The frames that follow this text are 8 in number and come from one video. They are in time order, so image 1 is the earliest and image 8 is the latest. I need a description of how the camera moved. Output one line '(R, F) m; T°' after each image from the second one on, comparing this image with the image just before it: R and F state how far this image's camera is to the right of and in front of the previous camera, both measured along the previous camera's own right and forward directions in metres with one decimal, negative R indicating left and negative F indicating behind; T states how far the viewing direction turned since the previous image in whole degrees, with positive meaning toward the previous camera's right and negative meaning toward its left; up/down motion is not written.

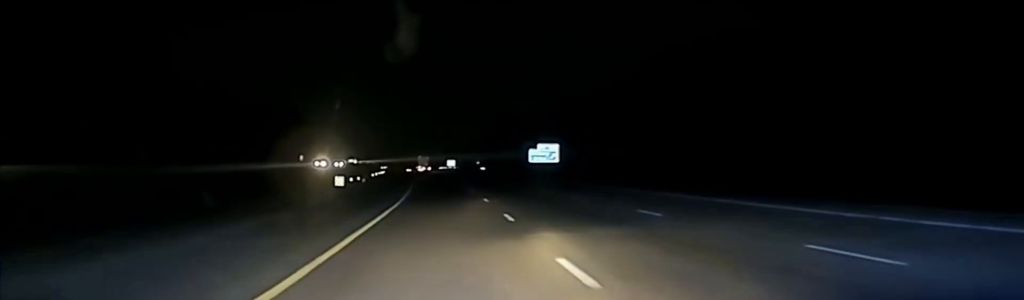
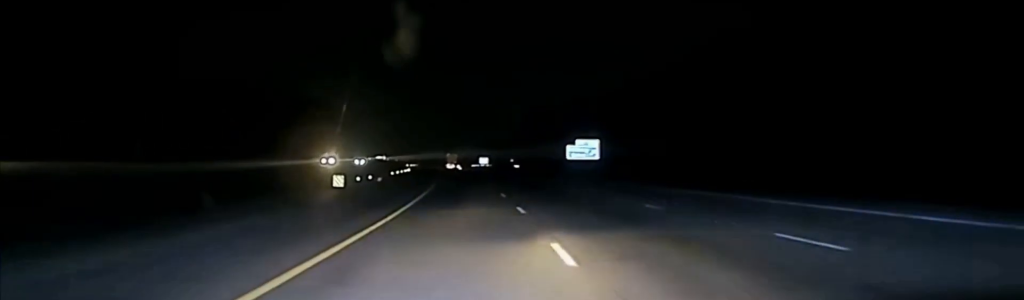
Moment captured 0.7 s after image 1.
(0.0, +9.3) m; -1°
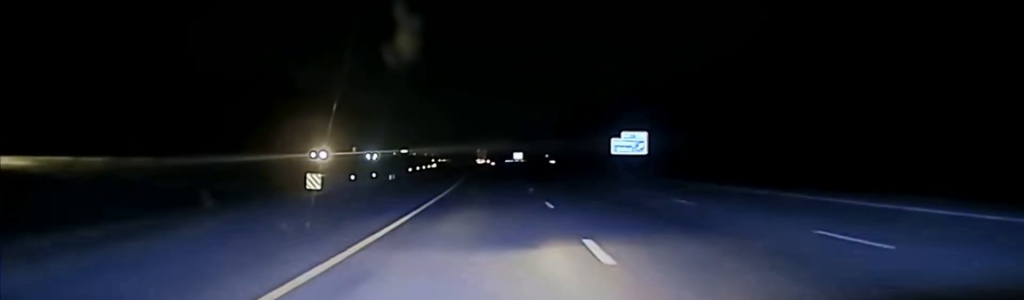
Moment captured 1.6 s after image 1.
(0.0, +13.3) m; -1°
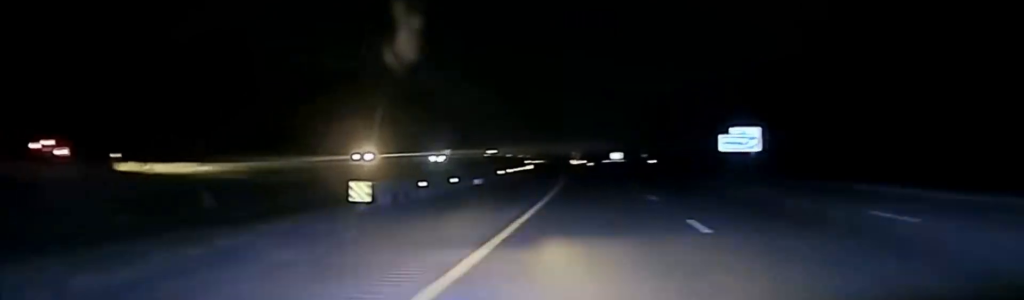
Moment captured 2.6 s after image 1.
(-0.2, +12.9) m; -2°
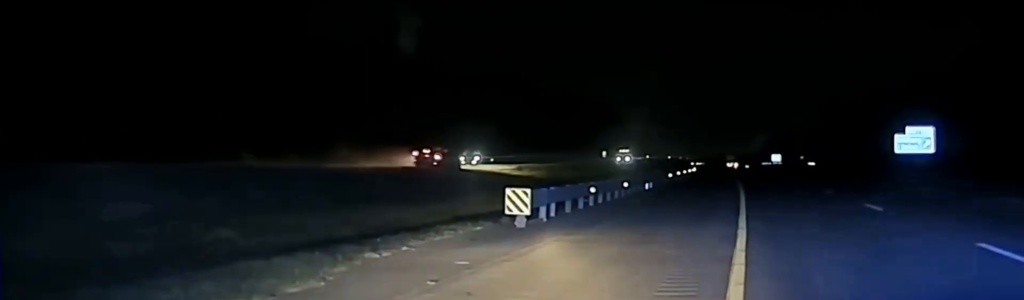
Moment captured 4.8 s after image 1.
(-1.6, +11.6) m; -27°
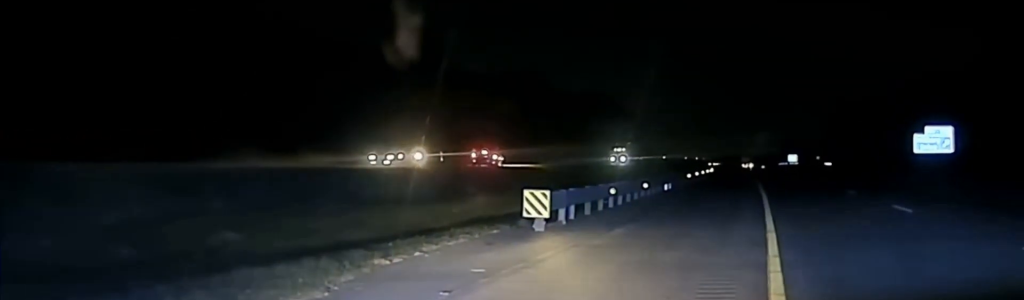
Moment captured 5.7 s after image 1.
(-0.2, +1.1) m; -6°
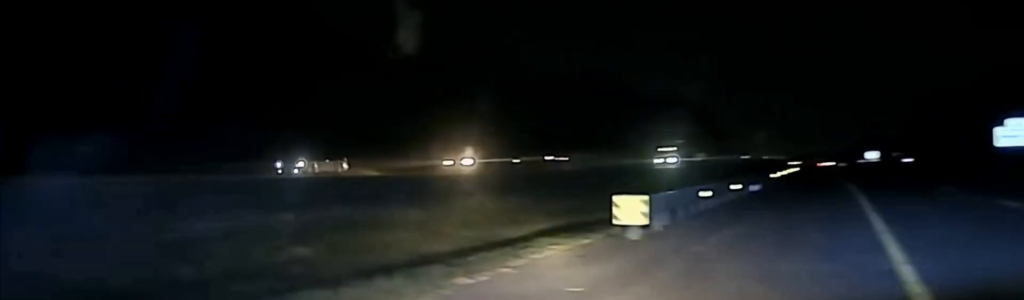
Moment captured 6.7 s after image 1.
(-0.3, +1.4) m; -16°
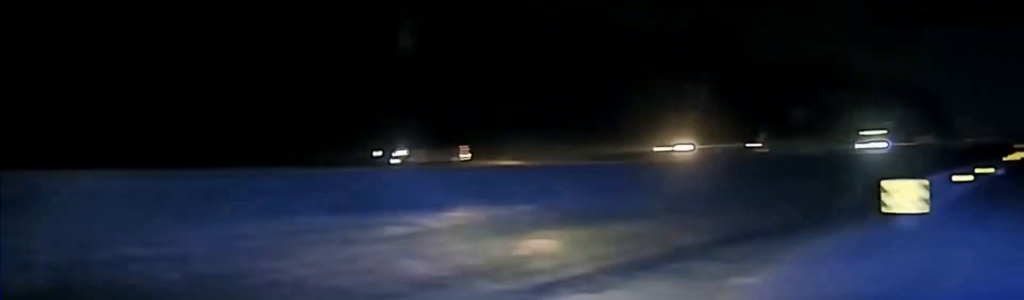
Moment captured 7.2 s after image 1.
(0.0, +0.7) m; -6°
